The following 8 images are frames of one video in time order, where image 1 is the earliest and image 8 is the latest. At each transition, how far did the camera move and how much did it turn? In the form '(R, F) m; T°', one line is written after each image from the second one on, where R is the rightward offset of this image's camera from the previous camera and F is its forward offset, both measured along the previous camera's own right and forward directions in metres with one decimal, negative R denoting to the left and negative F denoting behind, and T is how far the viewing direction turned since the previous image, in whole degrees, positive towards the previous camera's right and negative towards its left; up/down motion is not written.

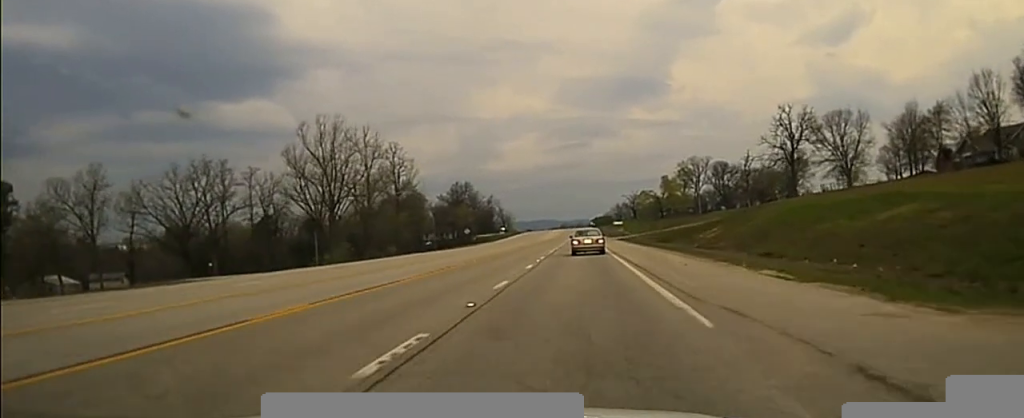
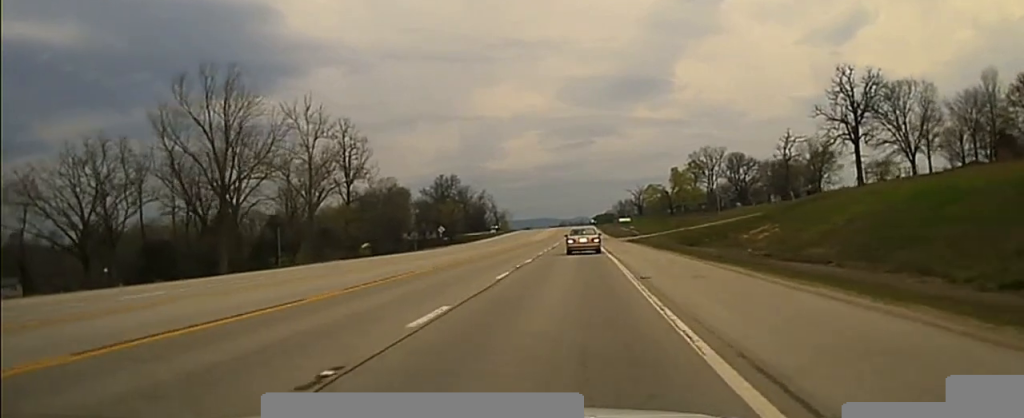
(+0.1, +25.3) m; +1°
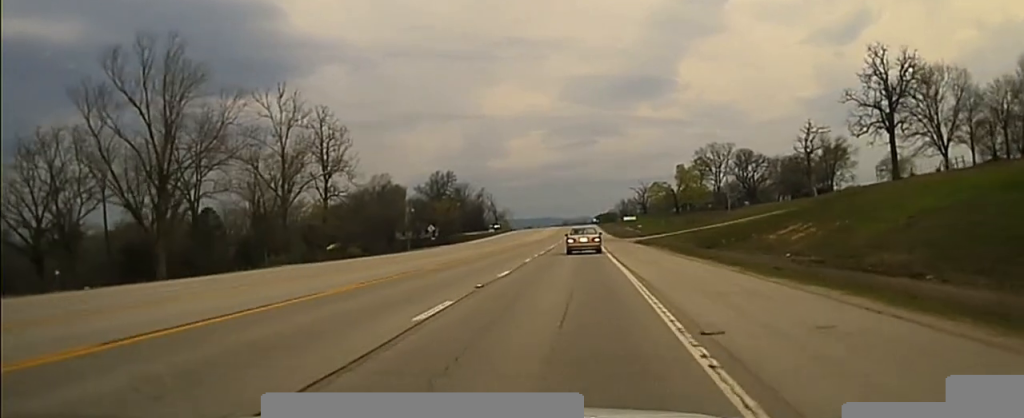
(+0.2, +12.1) m; 0°
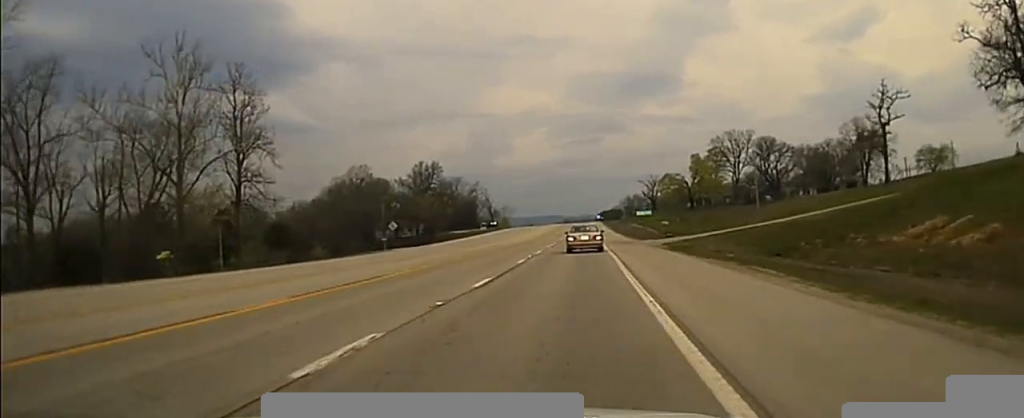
(0.0, +34.7) m; -1°
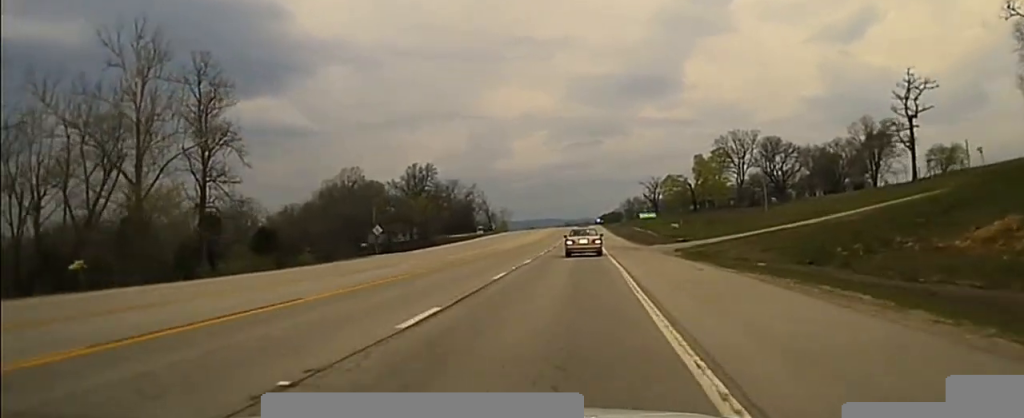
(-0.1, +10.8) m; 0°
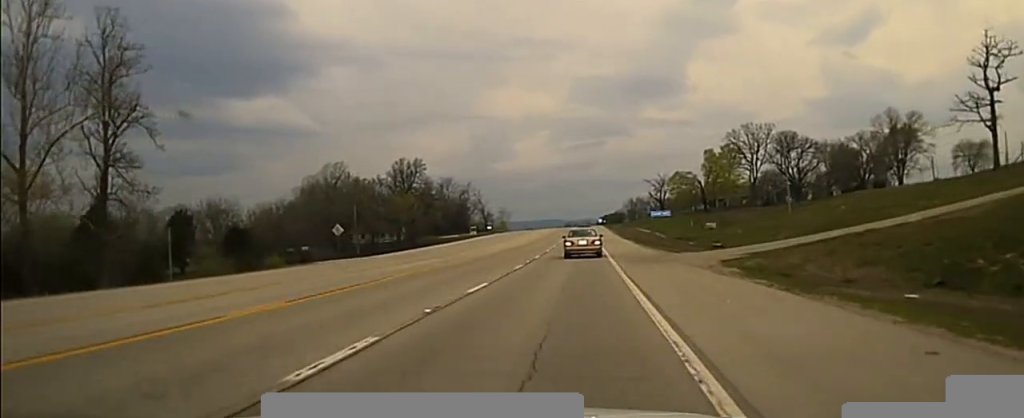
(0.0, +21.2) m; 0°
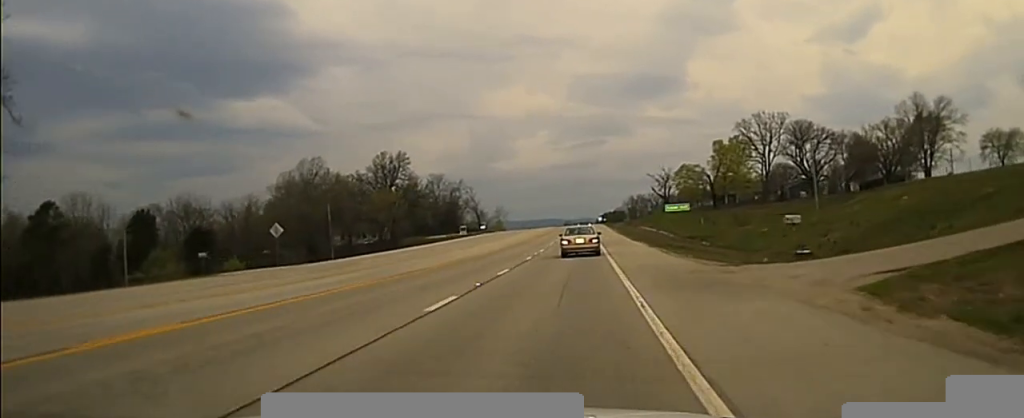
(+0.1, +17.8) m; 0°
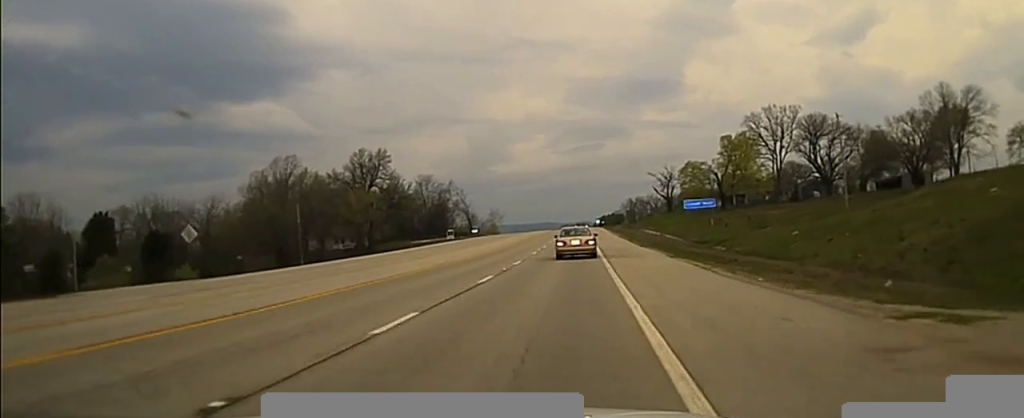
(-0.2, +14.6) m; -1°
